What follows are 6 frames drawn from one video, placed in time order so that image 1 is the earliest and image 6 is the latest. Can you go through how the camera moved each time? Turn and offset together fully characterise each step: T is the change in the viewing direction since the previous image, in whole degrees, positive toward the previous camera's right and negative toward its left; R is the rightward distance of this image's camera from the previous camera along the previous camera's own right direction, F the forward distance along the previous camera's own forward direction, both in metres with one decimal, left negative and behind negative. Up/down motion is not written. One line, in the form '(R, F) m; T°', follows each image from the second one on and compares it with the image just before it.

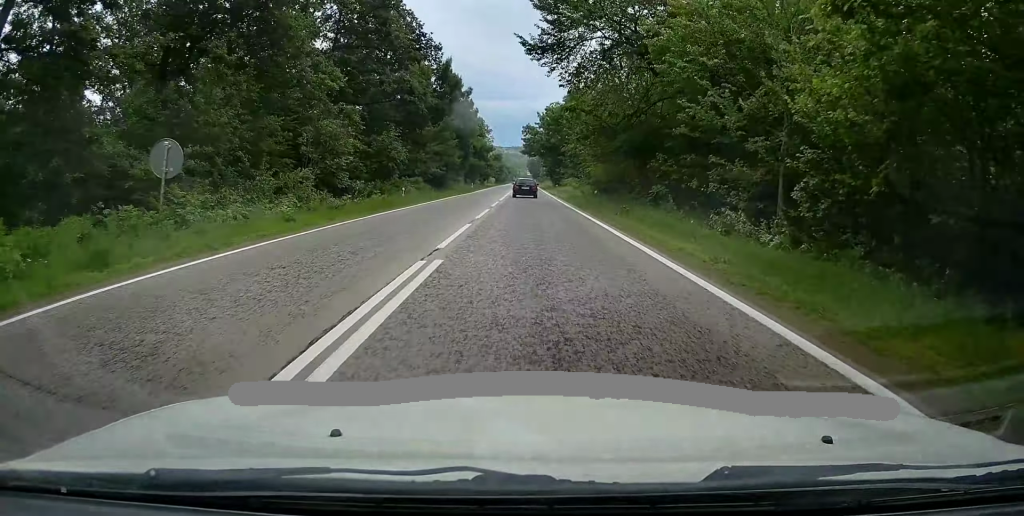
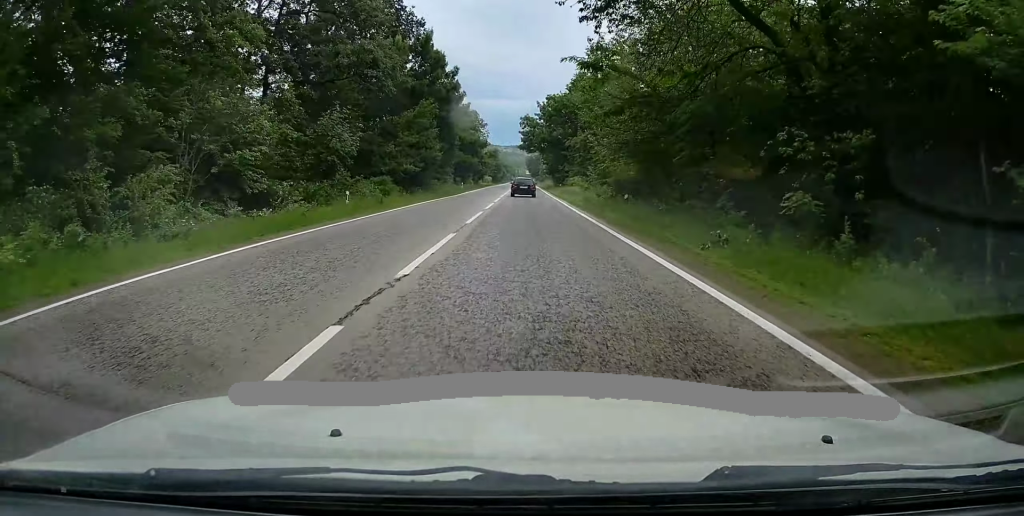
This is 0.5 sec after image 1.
(0.0, +11.8) m; 0°
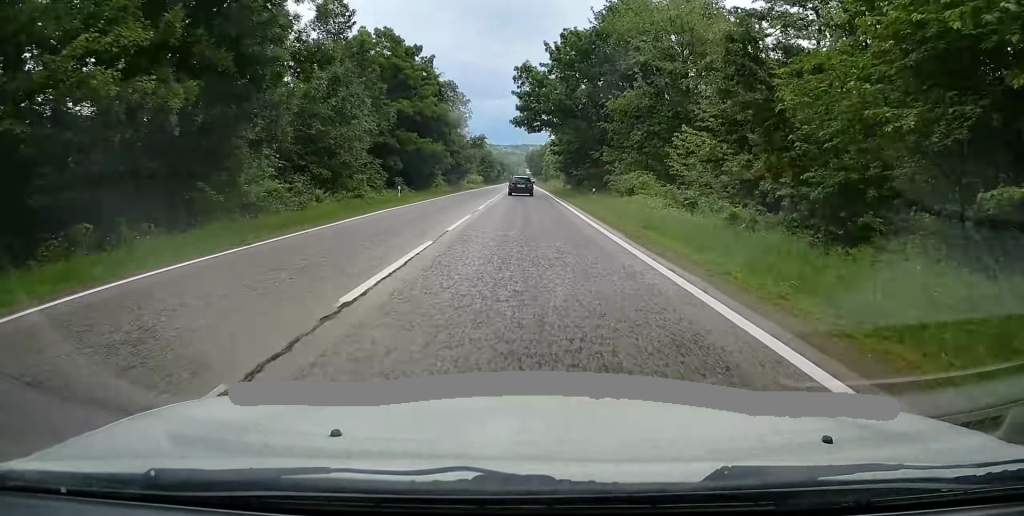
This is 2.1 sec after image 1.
(-0.1, +37.2) m; -1°
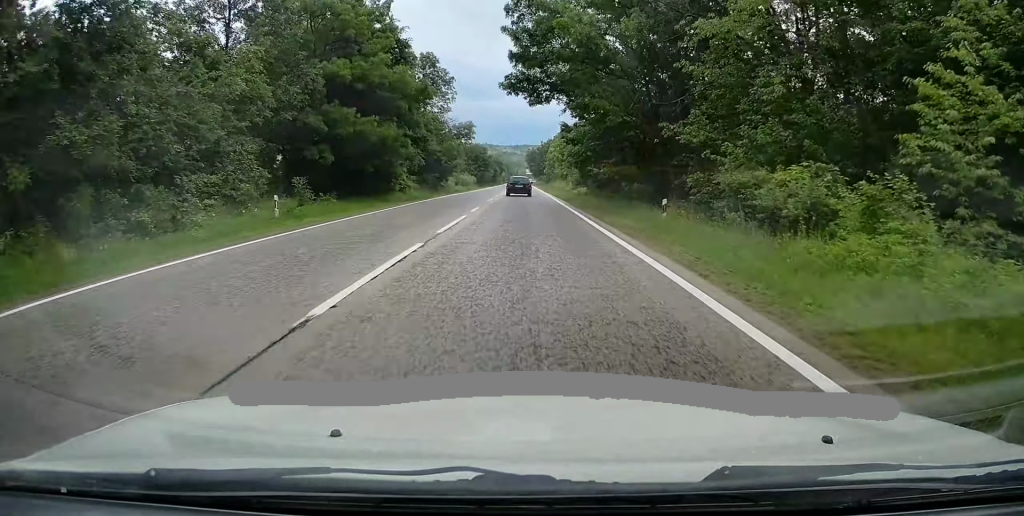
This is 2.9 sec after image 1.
(-0.3, +19.2) m; 0°
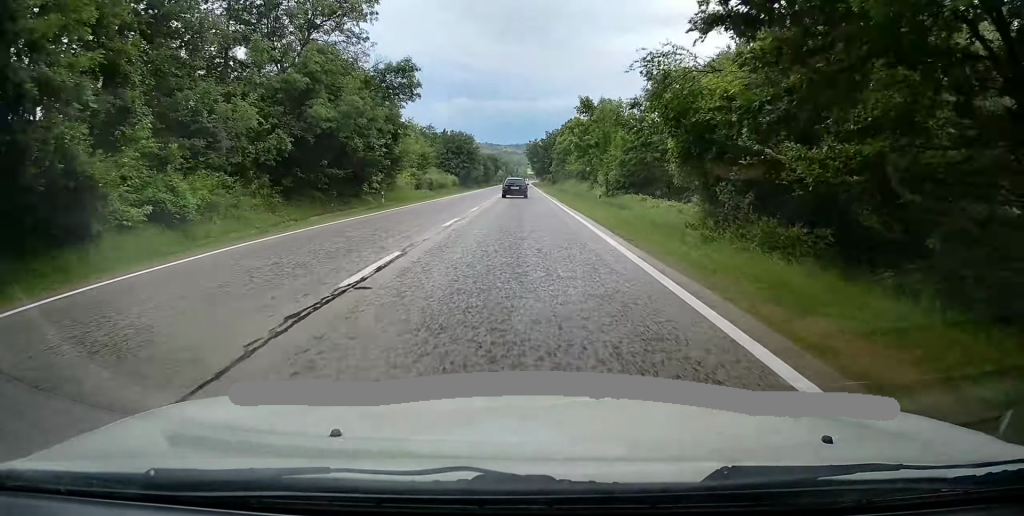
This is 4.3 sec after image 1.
(+0.4, +33.6) m; +1°
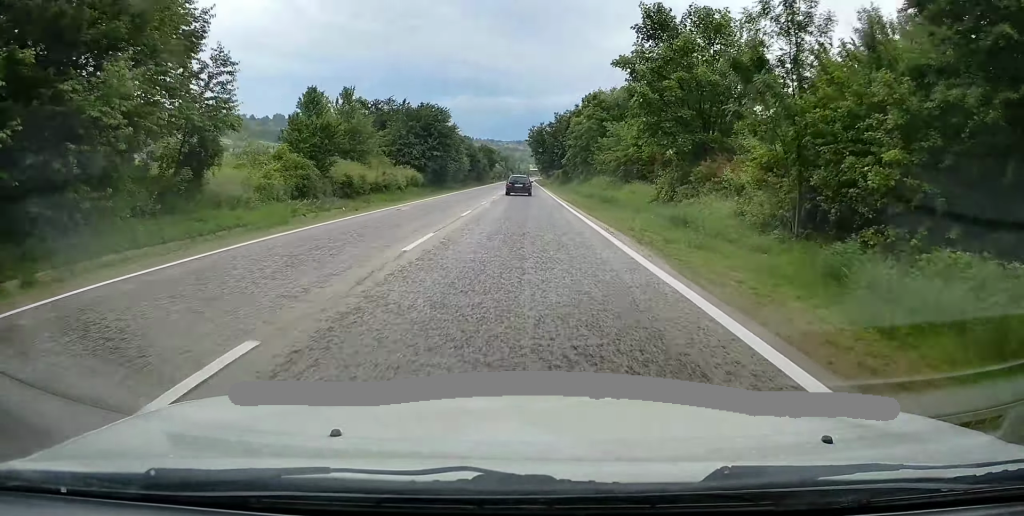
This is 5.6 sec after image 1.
(+0.4, +32.2) m; +1°
